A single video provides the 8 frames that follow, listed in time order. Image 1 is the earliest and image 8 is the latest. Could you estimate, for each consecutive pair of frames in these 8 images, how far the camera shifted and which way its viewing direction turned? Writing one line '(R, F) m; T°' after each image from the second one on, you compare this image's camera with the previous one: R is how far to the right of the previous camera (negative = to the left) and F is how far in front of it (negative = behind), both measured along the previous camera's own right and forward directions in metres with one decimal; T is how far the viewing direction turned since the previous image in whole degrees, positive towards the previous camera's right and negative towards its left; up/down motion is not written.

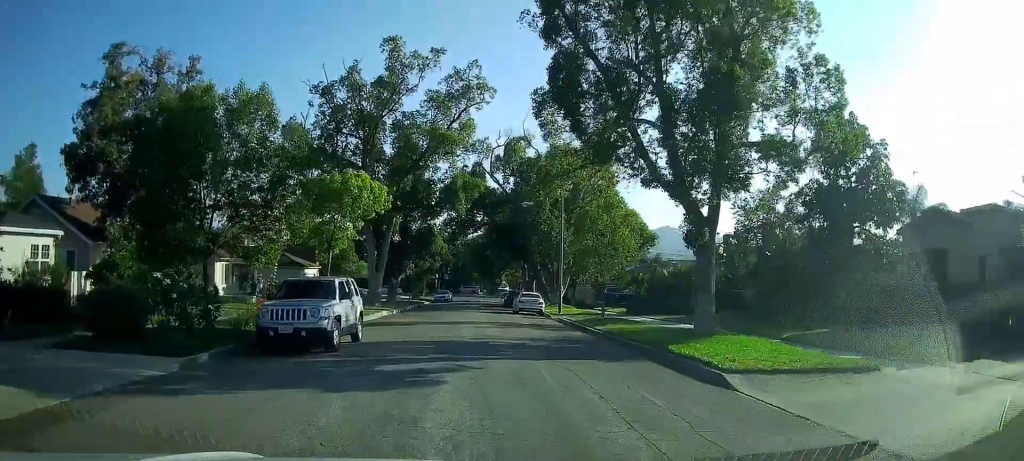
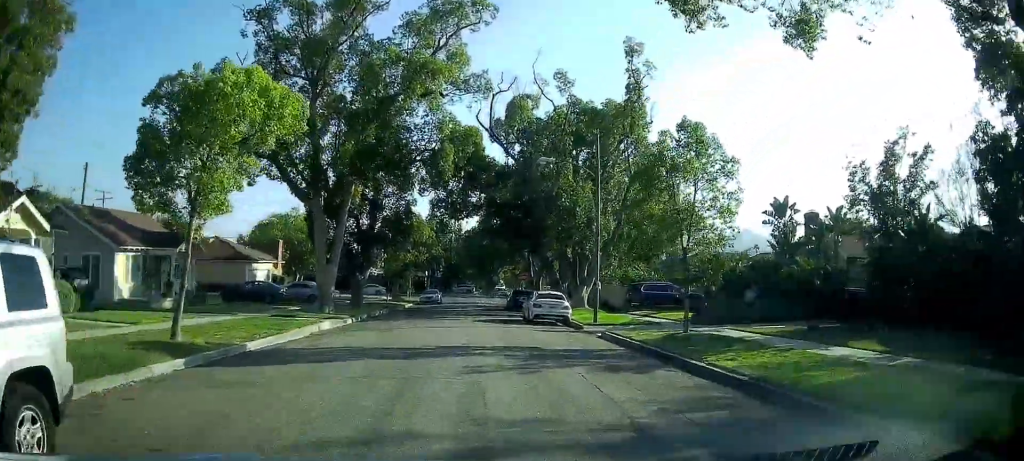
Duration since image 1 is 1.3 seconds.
(+0.4, +12.6) m; 0°
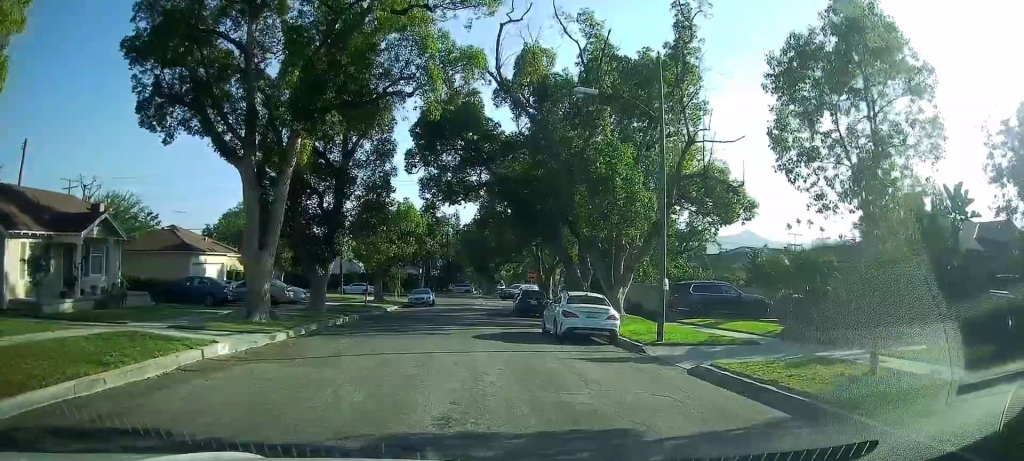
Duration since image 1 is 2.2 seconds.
(-0.2, +9.0) m; +1°
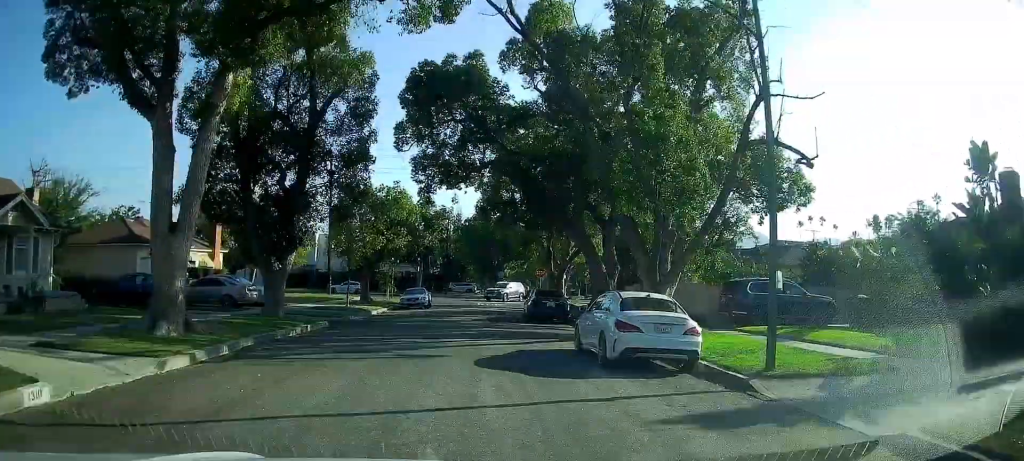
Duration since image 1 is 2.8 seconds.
(+0.4, +5.9) m; 0°
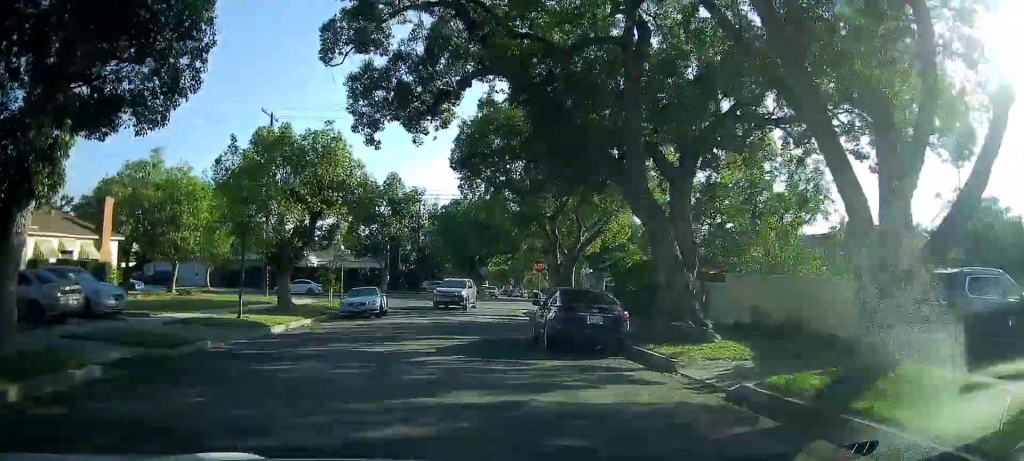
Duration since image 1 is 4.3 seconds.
(-0.1, +12.7) m; +3°
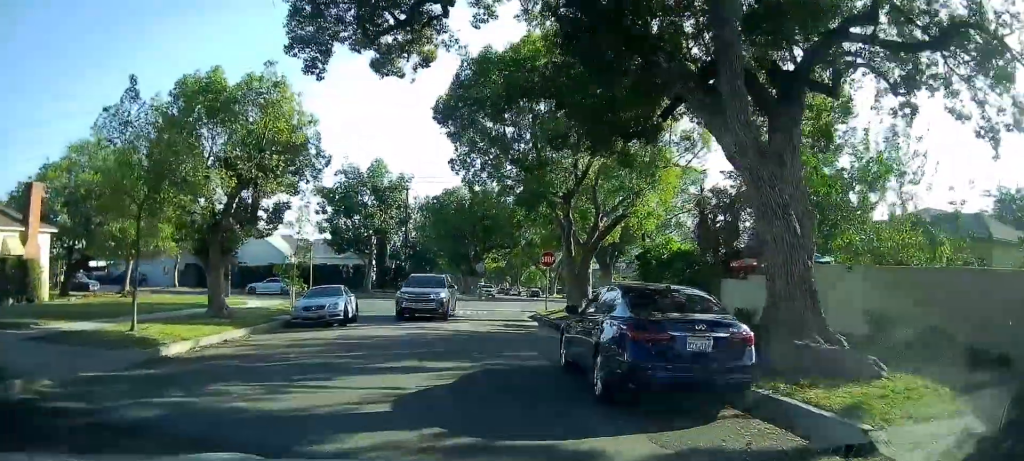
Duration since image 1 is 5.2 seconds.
(+0.4, +6.1) m; 0°
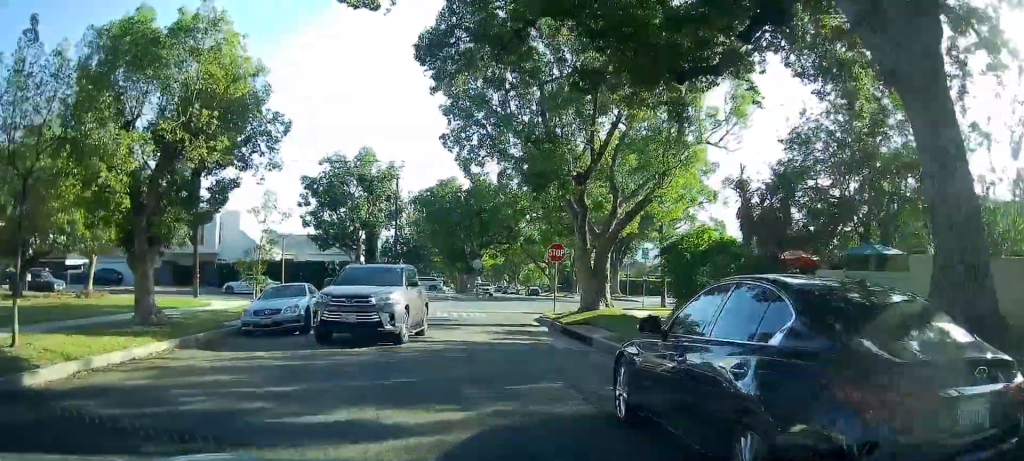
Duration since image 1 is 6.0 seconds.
(-0.2, +4.4) m; -7°
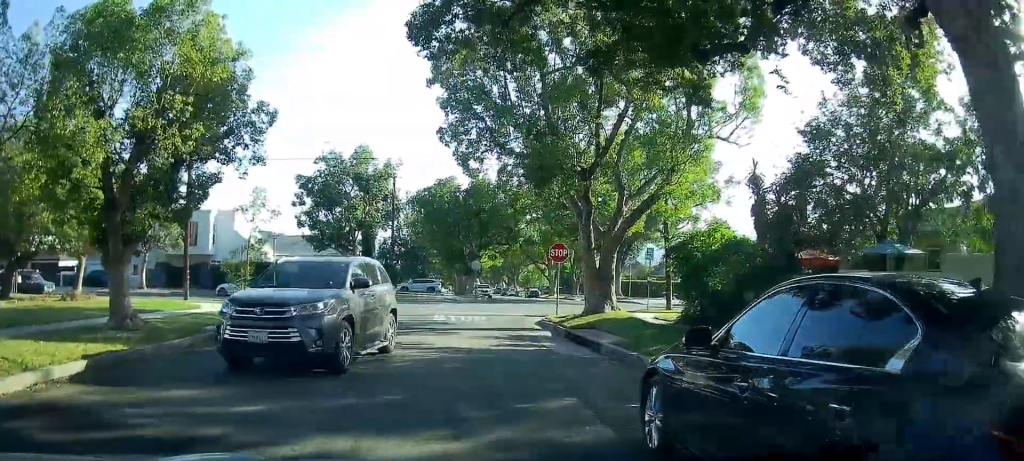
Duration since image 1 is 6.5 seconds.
(-0.1, +1.5) m; -4°
